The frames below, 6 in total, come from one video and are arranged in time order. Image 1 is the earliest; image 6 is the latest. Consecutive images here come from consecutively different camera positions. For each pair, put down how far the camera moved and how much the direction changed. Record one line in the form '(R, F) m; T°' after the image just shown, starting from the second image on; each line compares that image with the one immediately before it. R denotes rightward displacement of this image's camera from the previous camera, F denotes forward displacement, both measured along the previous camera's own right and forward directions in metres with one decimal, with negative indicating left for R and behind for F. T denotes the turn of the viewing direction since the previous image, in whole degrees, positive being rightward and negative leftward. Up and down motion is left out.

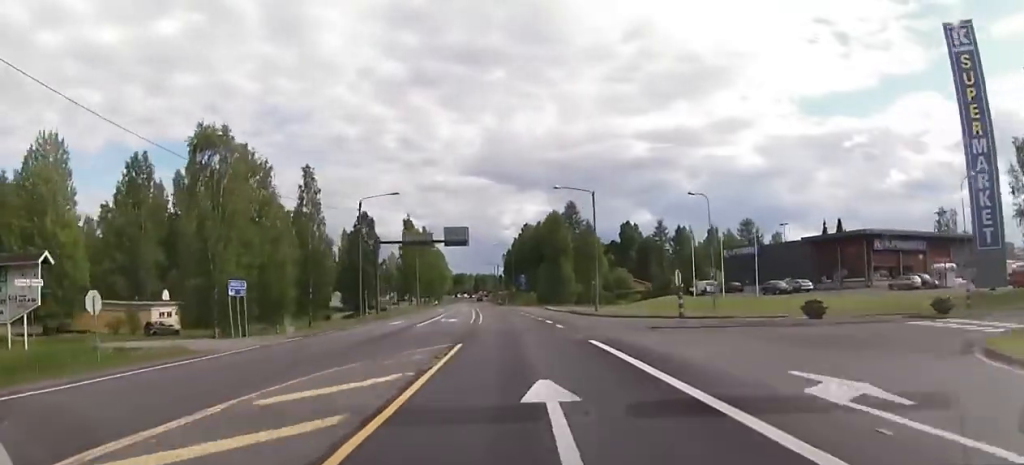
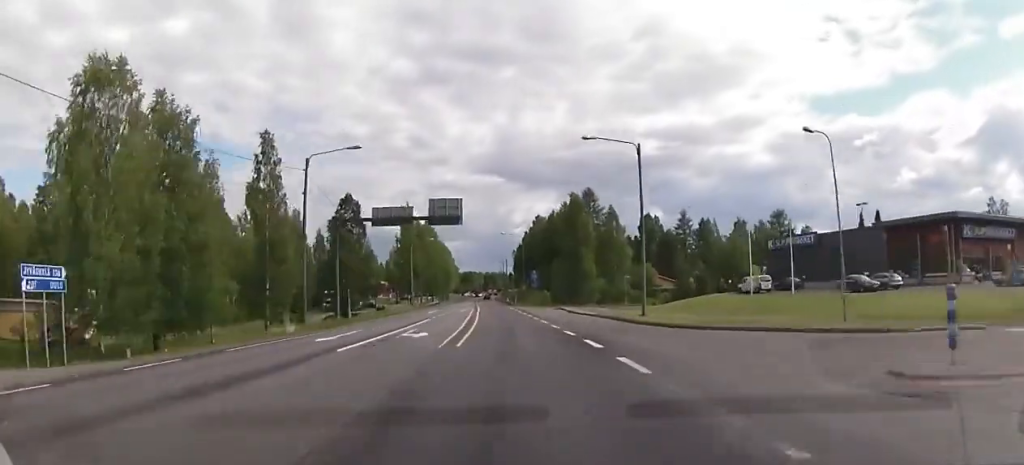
(-0.6, +17.9) m; -2°
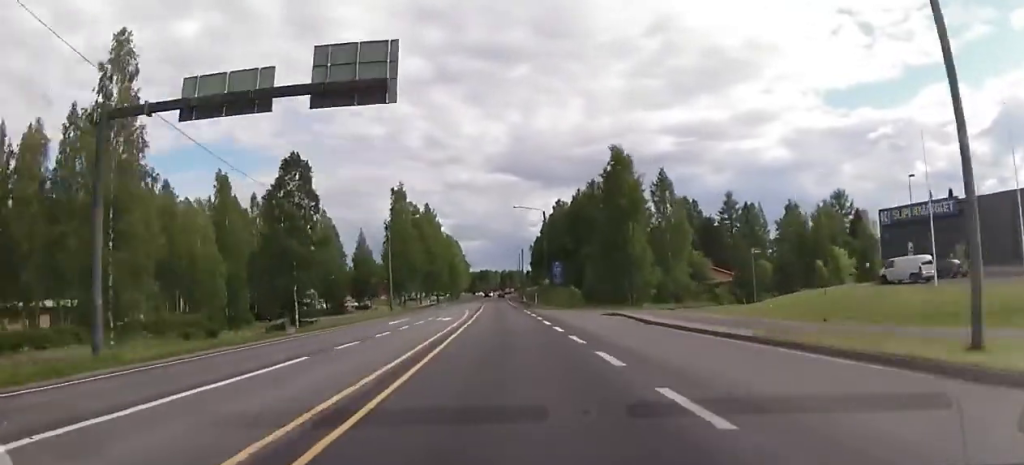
(-0.8, +30.0) m; -2°
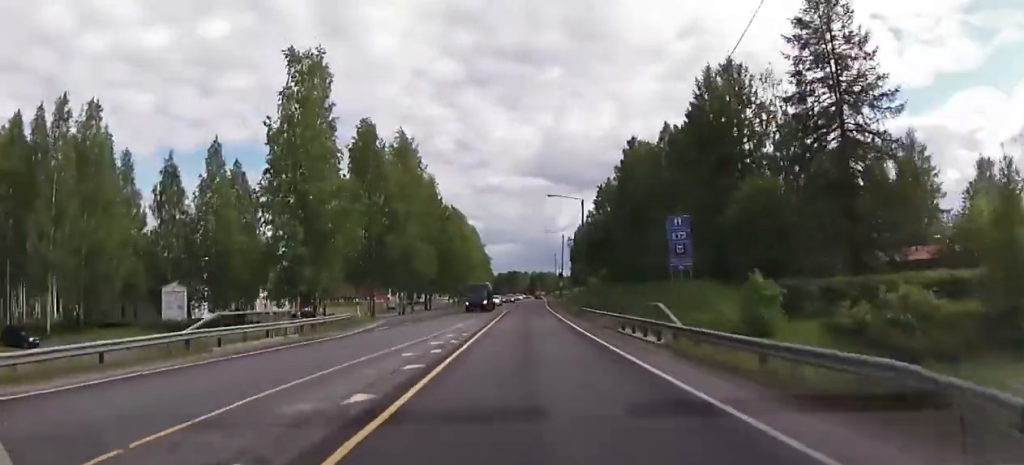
(-1.7, +74.4) m; -3°
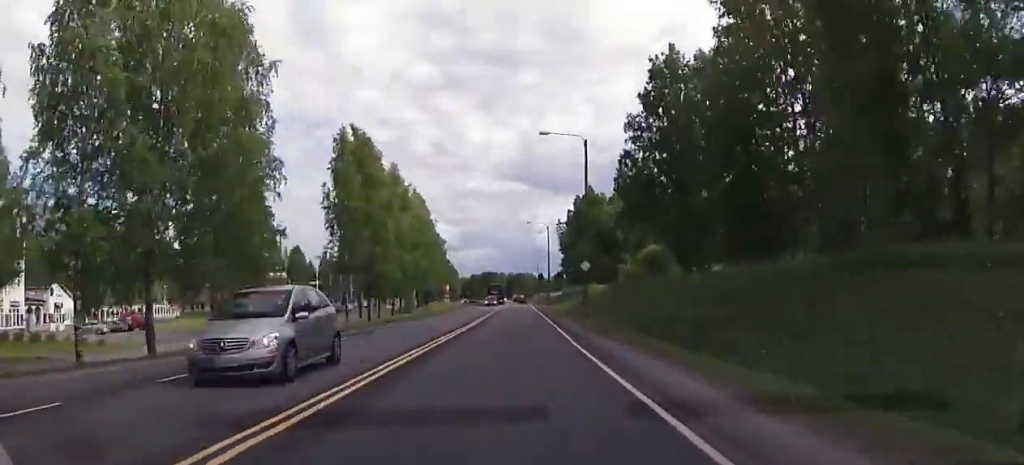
(+0.7, +76.5) m; +3°
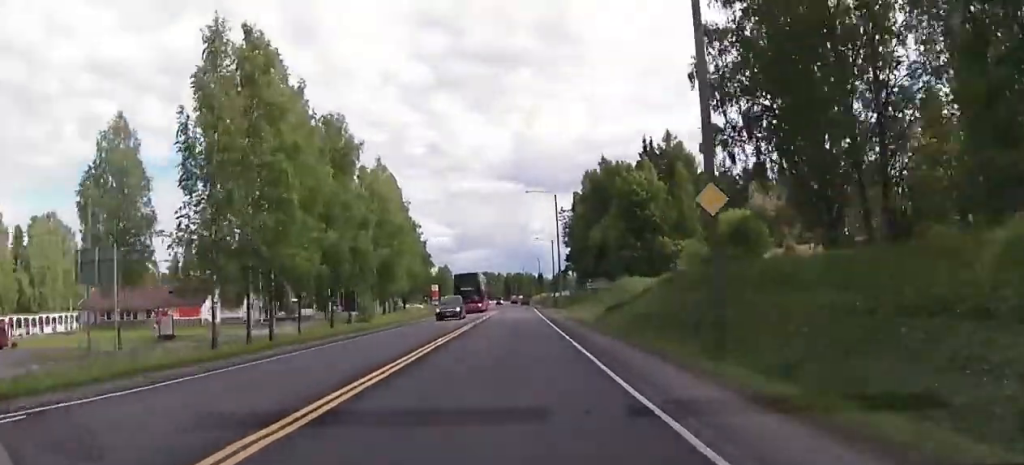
(+0.6, +31.6) m; 0°
